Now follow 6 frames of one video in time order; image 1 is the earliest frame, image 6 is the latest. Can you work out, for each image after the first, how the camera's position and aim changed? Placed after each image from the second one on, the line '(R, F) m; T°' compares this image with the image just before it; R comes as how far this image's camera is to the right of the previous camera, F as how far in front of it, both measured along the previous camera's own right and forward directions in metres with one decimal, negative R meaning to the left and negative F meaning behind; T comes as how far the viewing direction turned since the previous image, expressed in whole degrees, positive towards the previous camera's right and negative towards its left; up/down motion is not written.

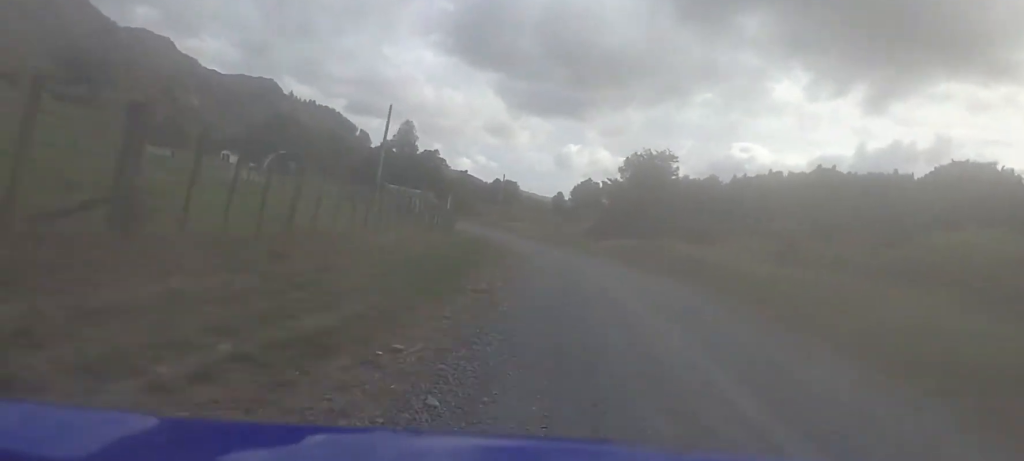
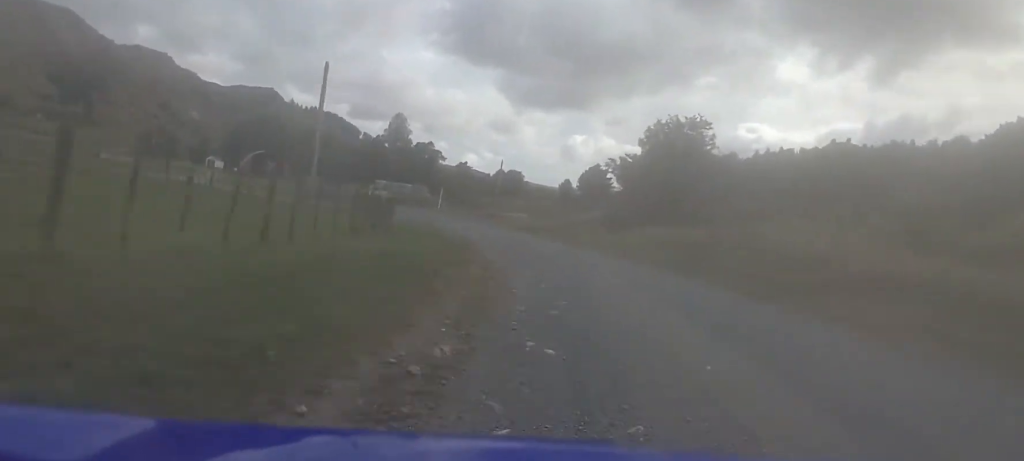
(+0.6, +10.7) m; -9°
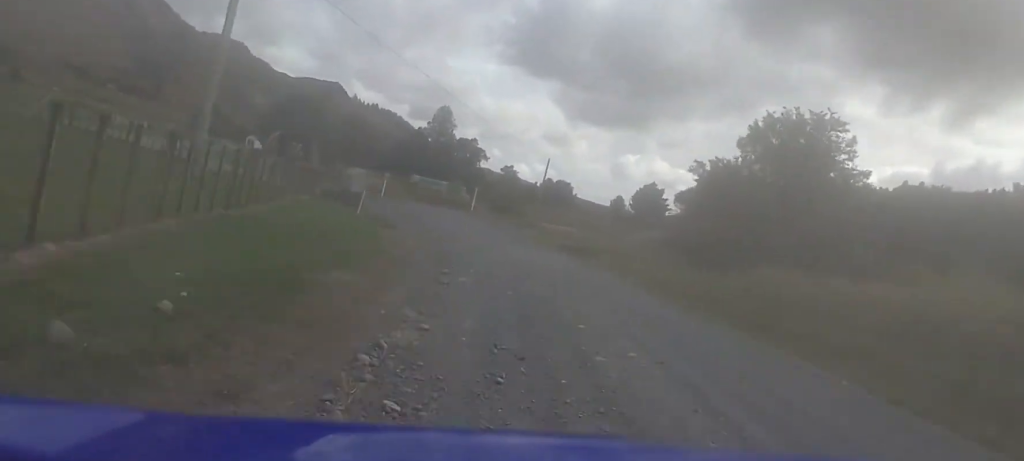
(-2.7, +12.3) m; -13°
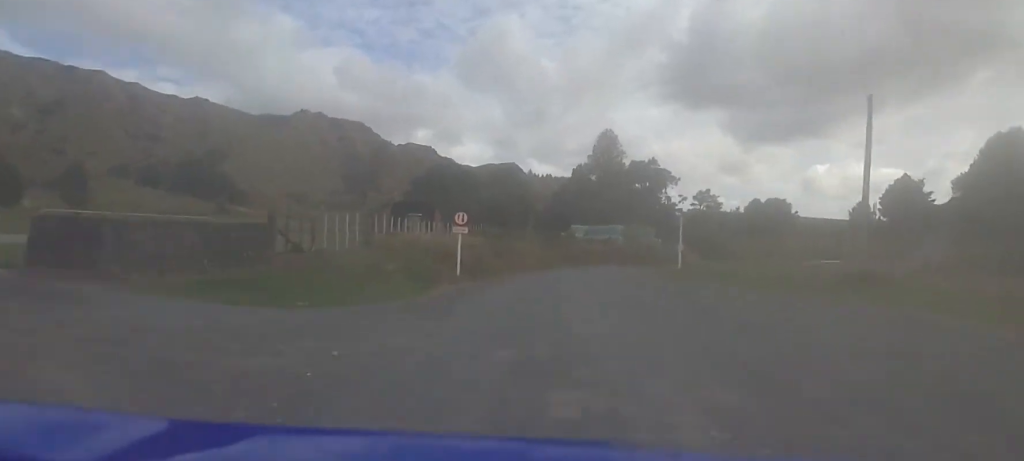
(-3.5, +32.0) m; -2°
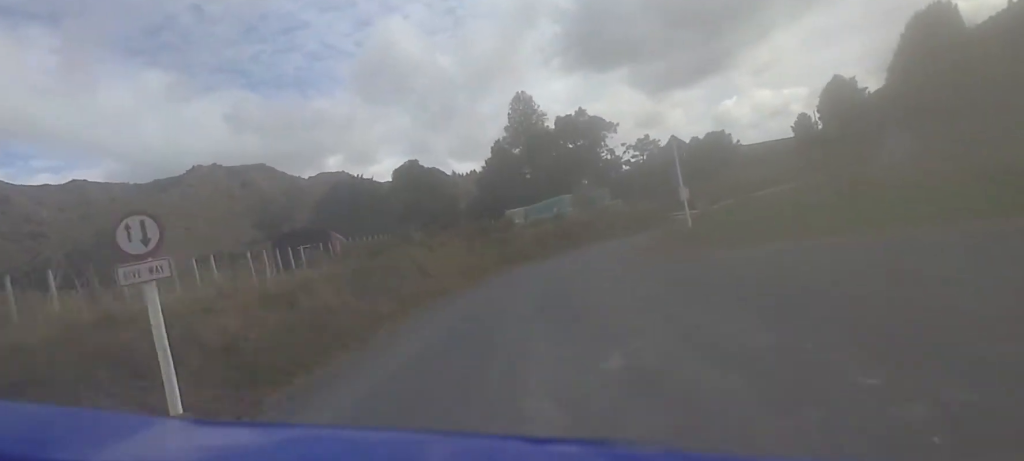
(+1.3, +11.3) m; +6°
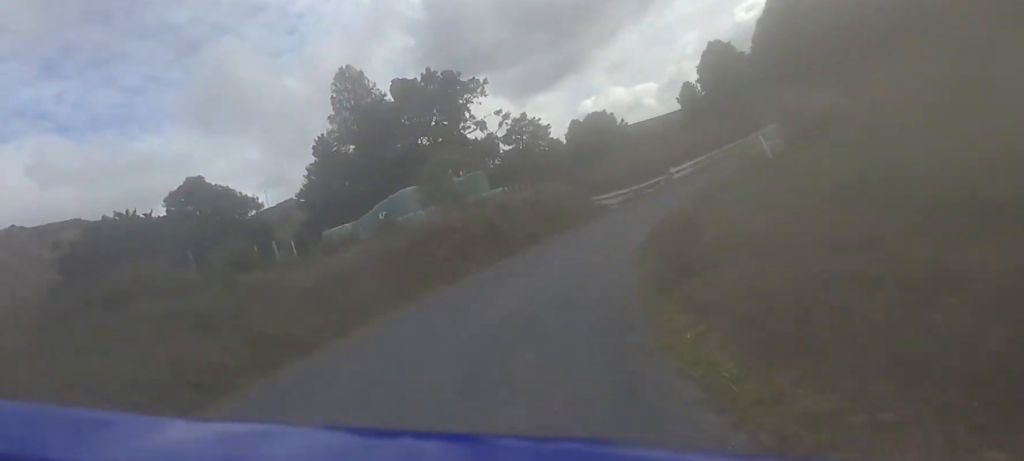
(+0.7, +17.0) m; +7°
